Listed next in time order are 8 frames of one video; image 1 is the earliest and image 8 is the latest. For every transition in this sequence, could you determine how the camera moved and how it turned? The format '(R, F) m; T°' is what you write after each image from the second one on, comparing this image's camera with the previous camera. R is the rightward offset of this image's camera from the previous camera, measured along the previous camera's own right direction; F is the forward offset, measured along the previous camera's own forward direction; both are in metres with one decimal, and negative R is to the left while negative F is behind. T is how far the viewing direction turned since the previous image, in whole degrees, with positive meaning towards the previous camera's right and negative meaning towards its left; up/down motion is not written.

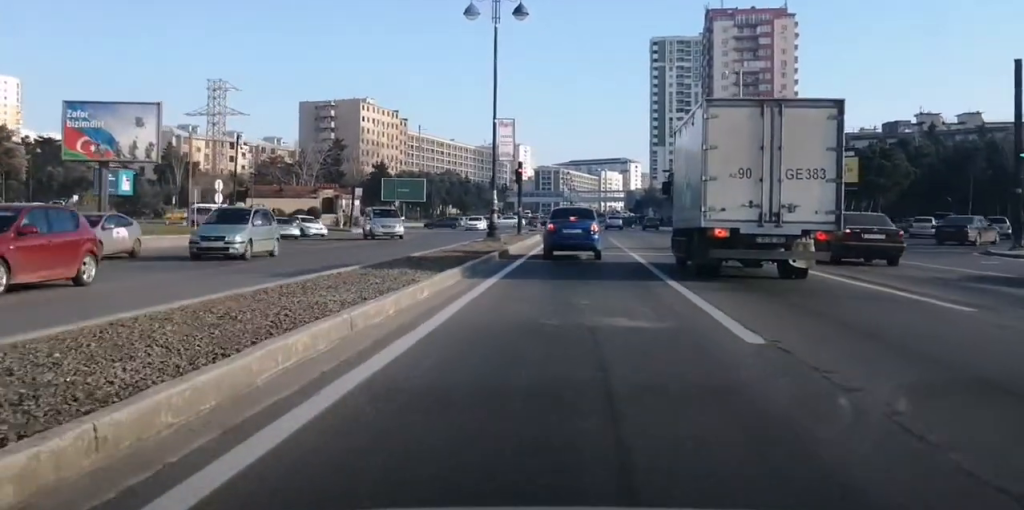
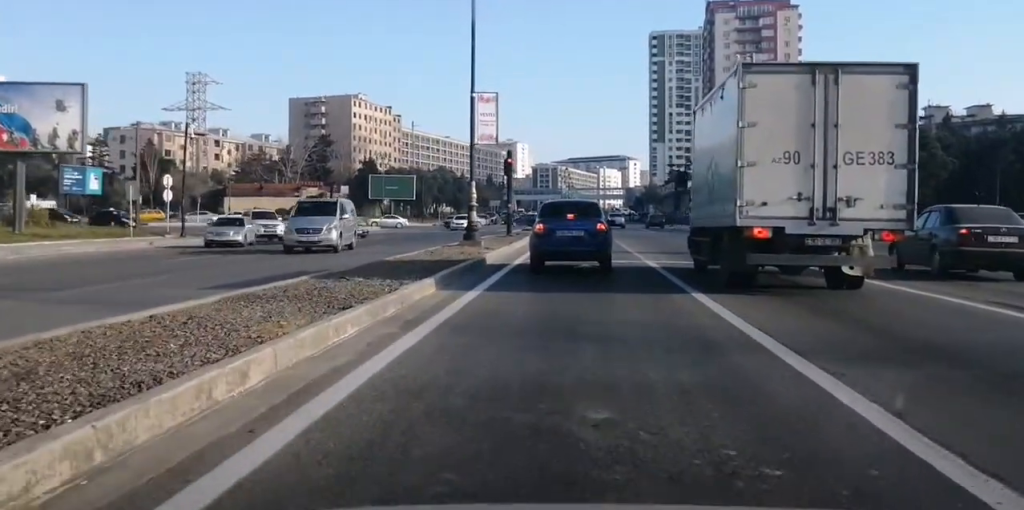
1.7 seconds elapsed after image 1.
(+0.1, +7.3) m; +4°
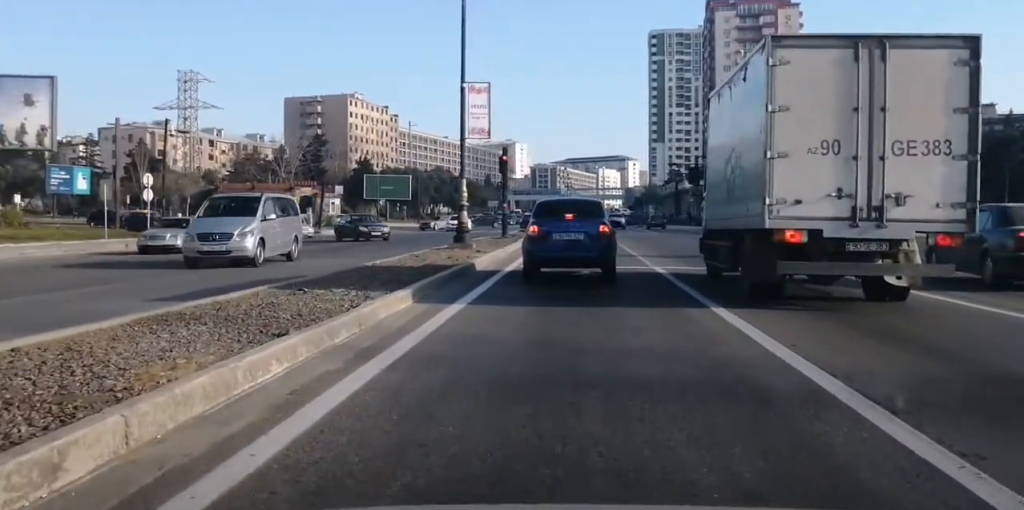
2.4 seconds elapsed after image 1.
(0.0, +2.3) m; +2°
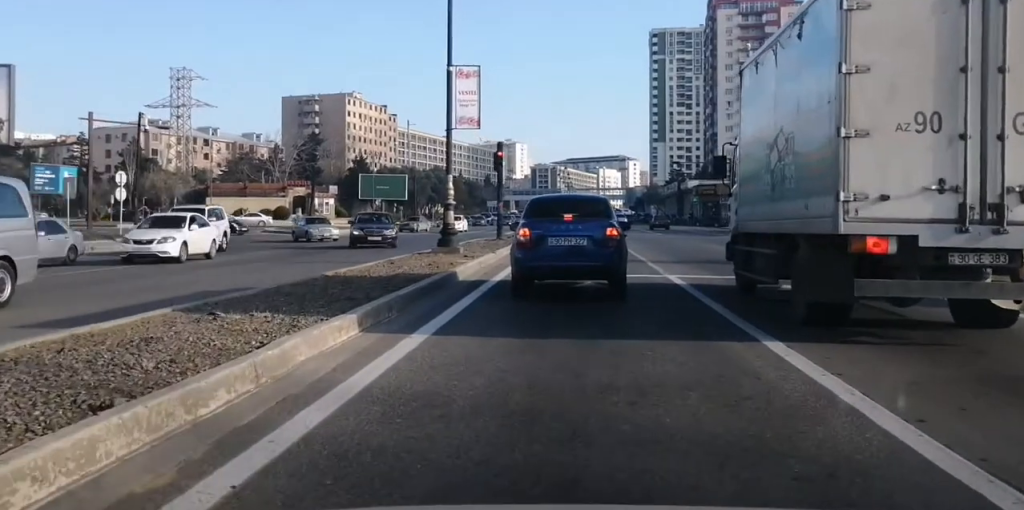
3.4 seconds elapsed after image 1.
(+0.1, +3.1) m; -1°
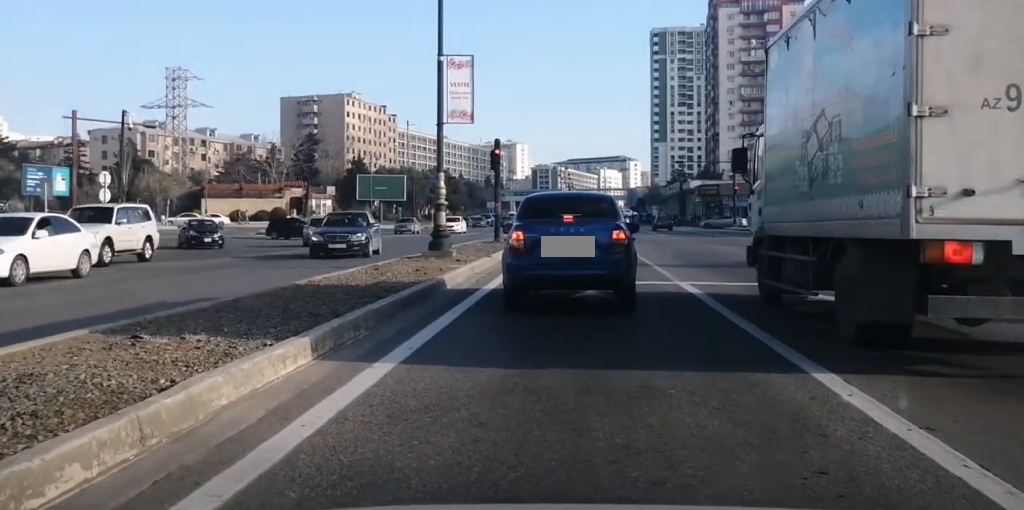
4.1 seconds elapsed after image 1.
(0.0, +1.9) m; -5°
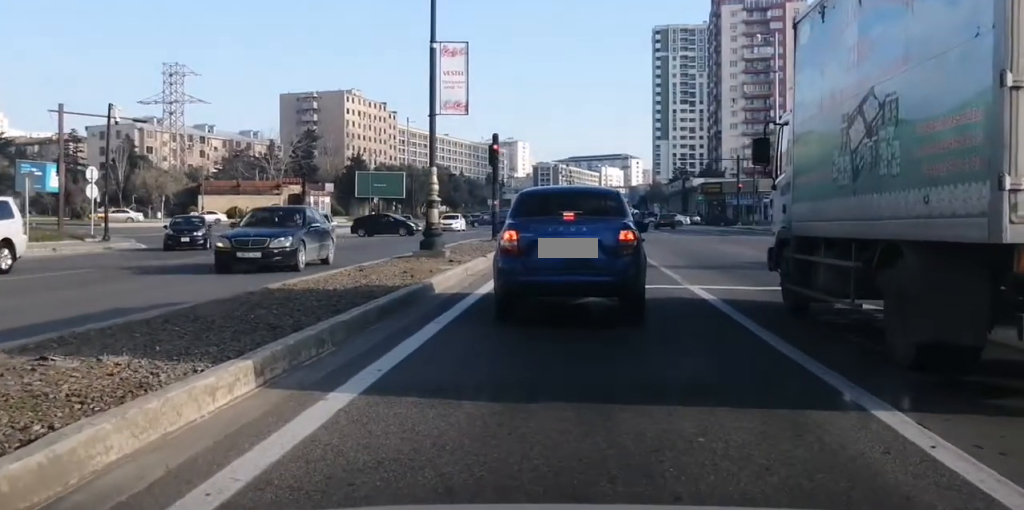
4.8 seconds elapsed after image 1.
(-0.2, +1.4) m; +3°
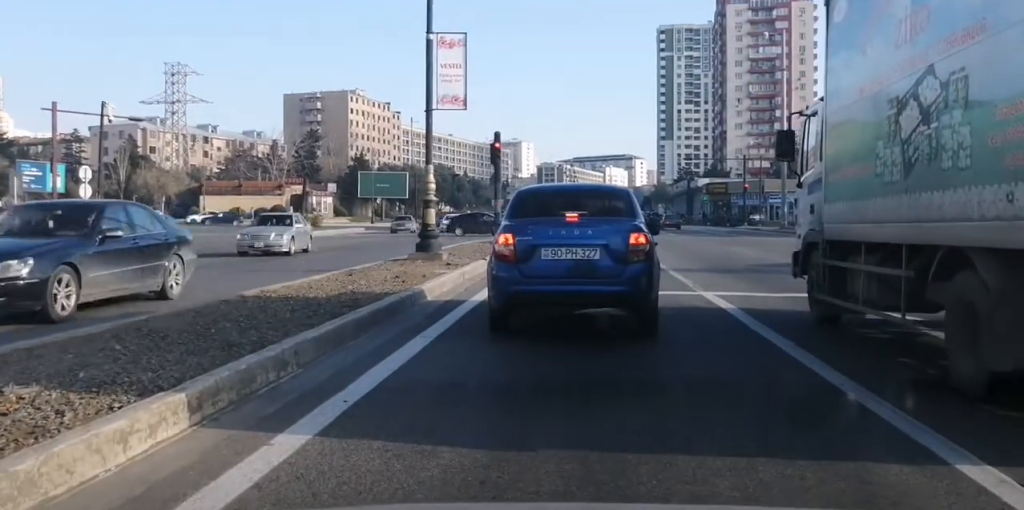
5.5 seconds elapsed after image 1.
(+0.1, +1.3) m; +2°
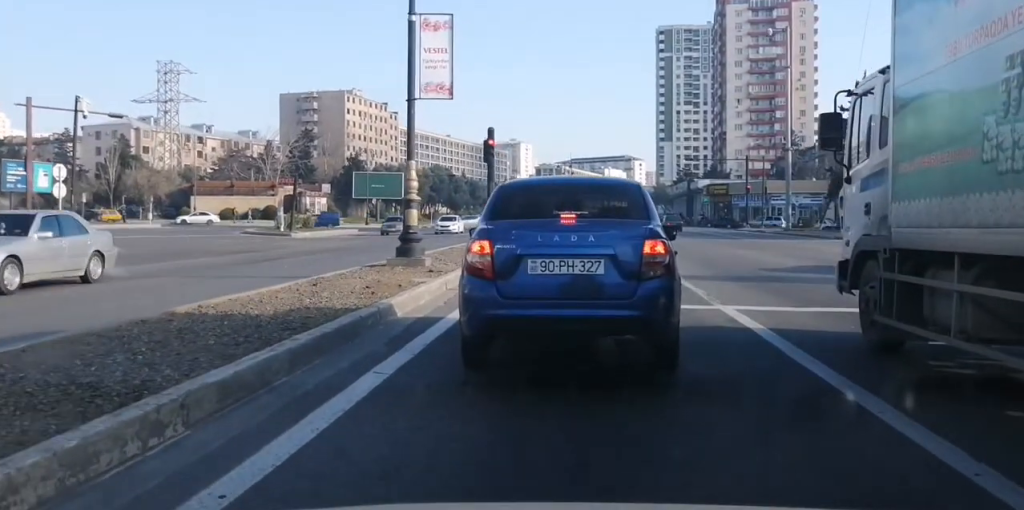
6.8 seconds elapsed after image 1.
(0.0, +1.9) m; +1°
